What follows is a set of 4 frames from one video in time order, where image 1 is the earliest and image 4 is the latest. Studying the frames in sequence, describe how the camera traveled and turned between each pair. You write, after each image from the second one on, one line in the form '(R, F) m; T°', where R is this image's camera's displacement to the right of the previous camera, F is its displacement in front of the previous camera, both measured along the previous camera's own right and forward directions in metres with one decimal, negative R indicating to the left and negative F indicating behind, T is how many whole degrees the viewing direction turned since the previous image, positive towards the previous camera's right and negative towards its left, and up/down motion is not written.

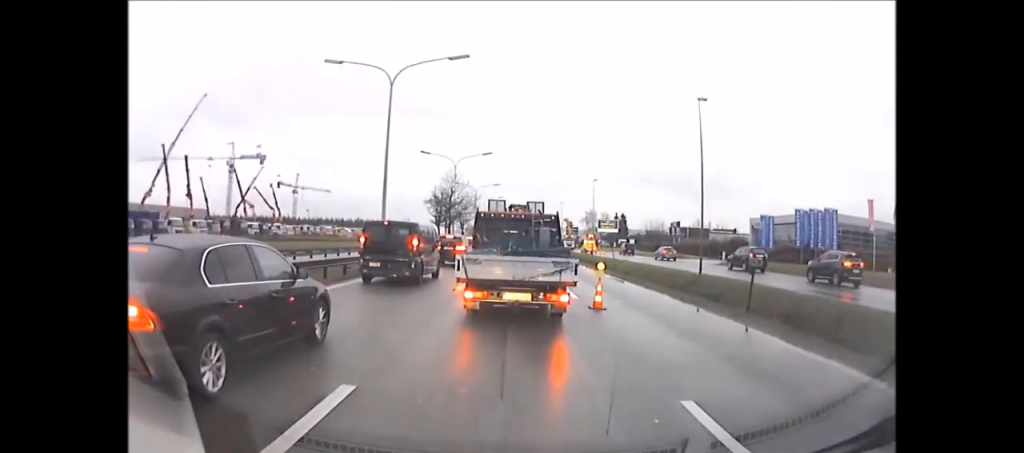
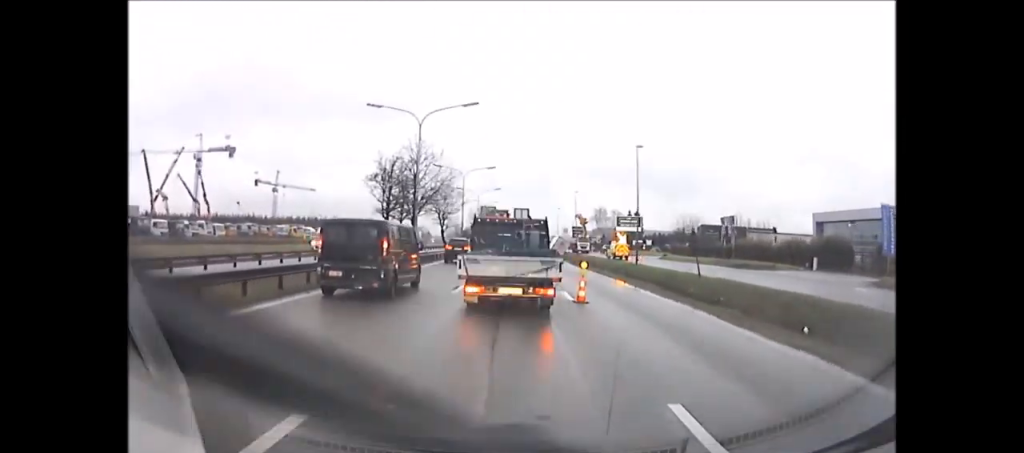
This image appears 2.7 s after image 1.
(0.0, +21.4) m; 0°
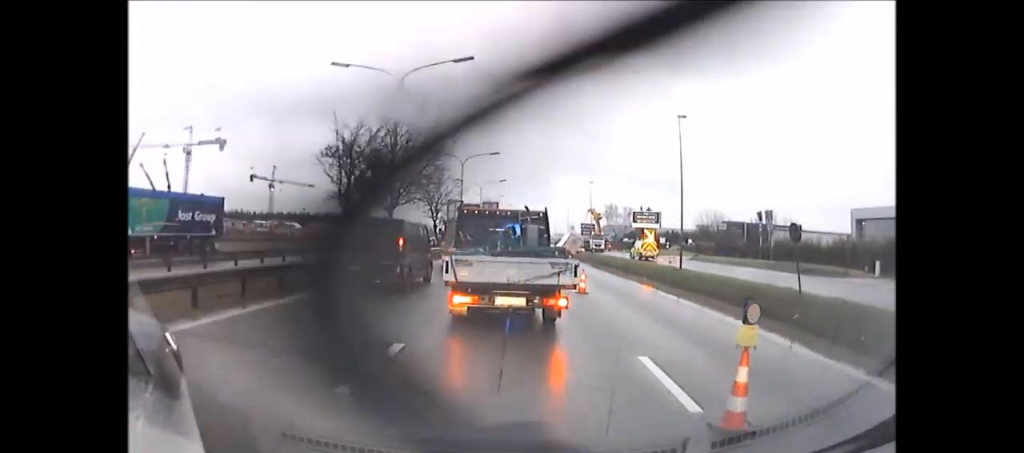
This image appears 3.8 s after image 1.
(0.0, +7.4) m; 0°
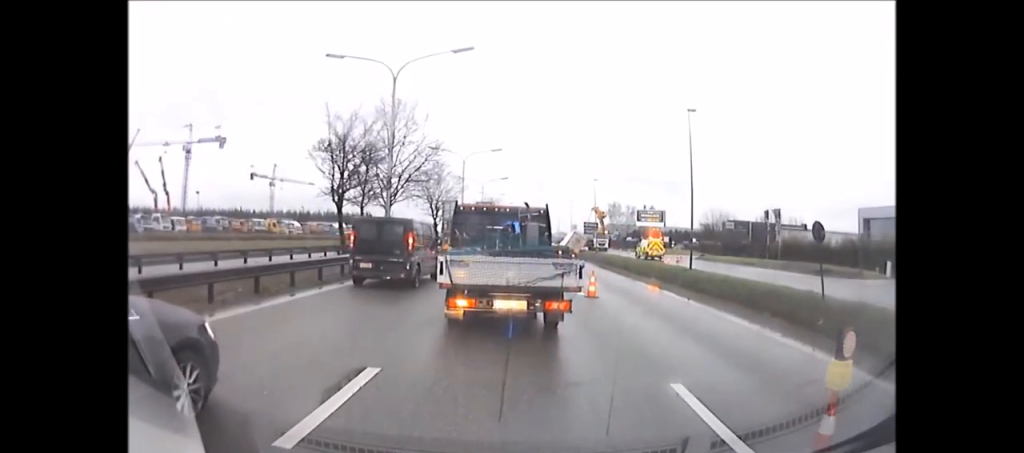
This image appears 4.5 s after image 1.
(0.0, +4.8) m; 0°
